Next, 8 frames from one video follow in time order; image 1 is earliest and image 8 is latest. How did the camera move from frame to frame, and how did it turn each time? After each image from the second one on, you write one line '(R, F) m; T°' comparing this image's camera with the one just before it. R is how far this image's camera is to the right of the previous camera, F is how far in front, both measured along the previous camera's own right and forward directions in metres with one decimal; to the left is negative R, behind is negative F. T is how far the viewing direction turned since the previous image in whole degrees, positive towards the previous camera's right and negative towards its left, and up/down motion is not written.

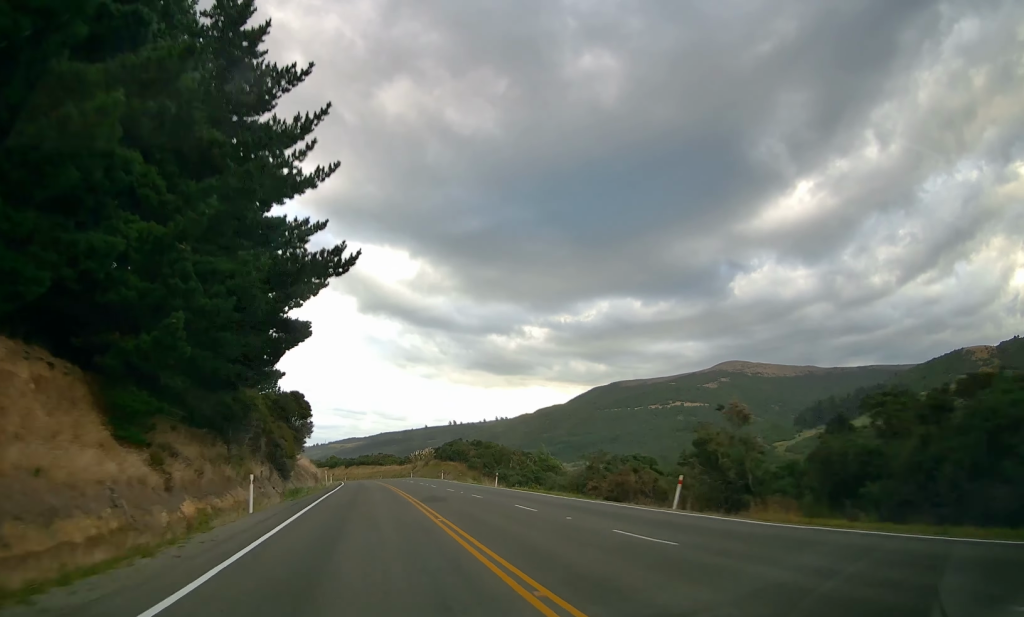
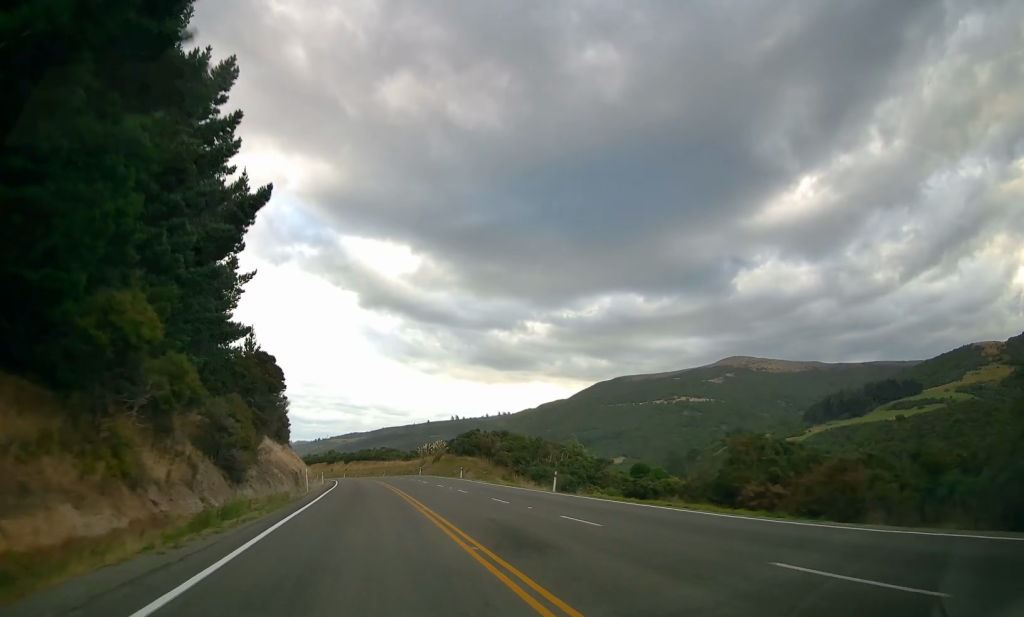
(-0.2, +16.1) m; -1°
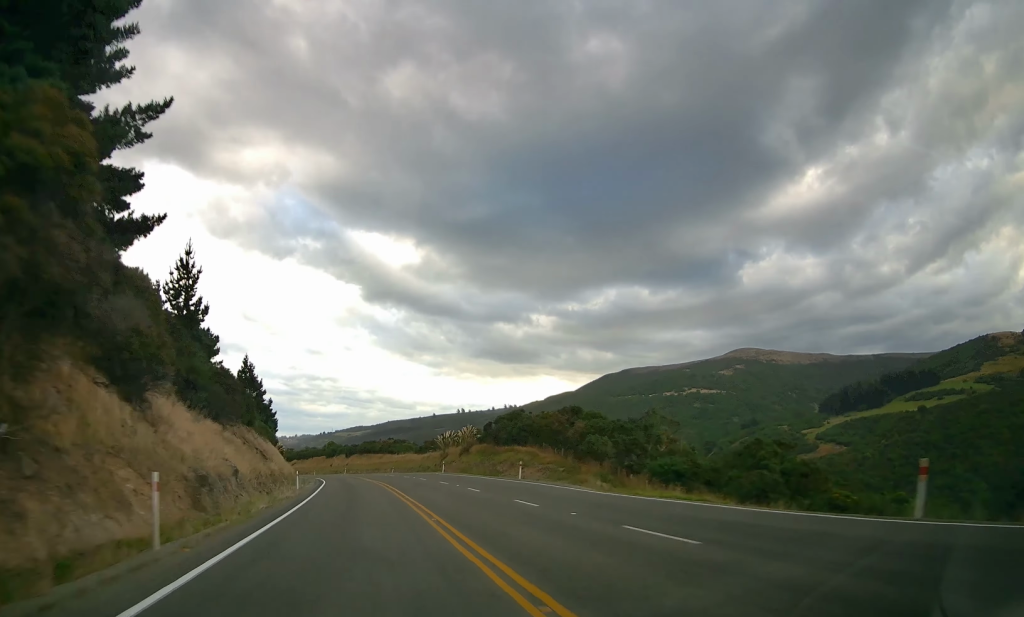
(-0.4, +24.9) m; -2°
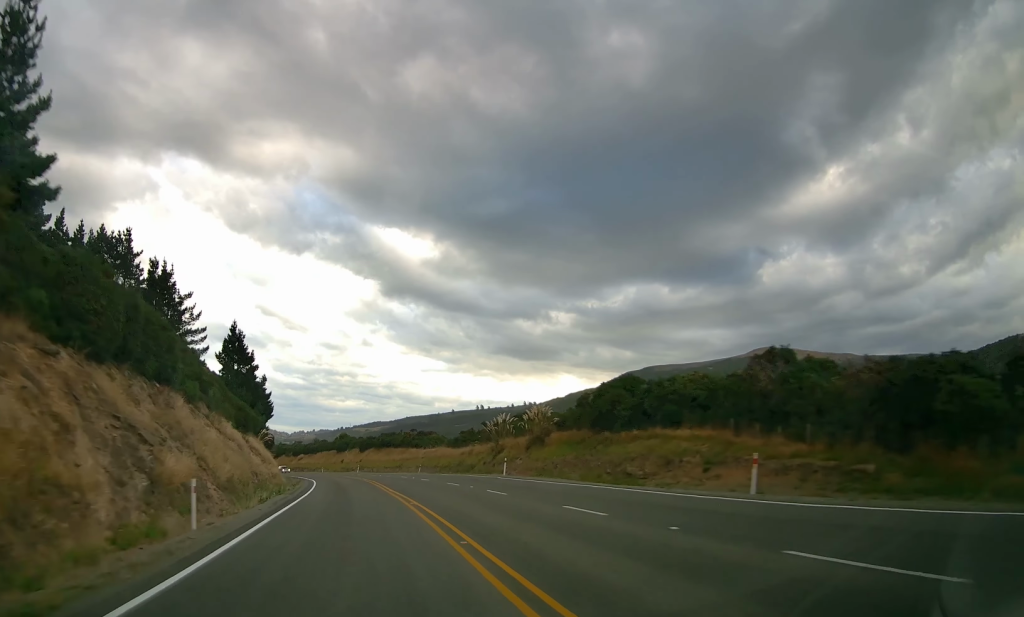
(-0.3, +25.2) m; -2°
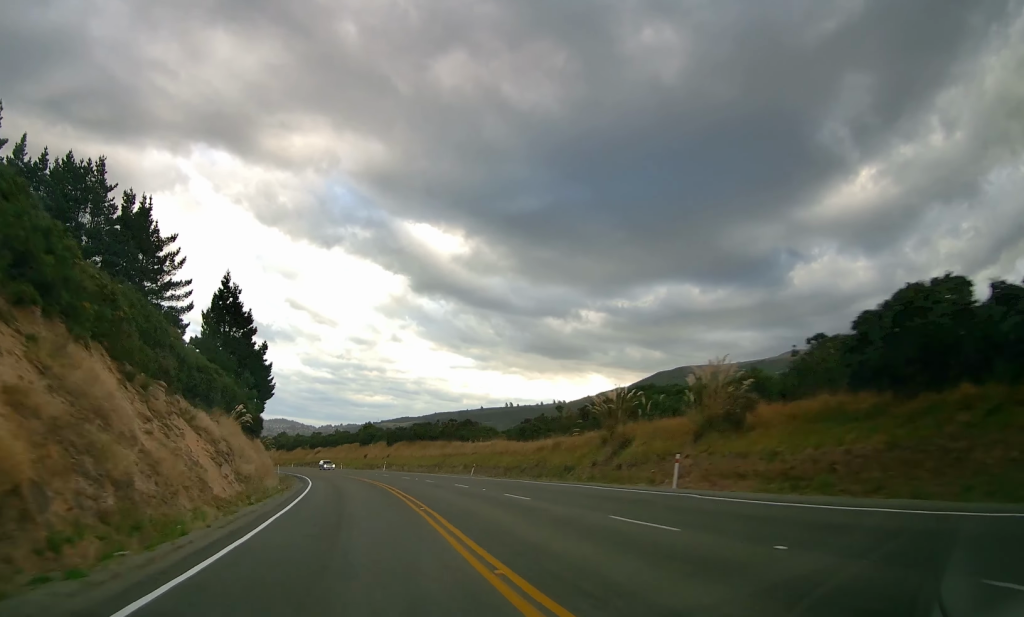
(-0.5, +22.8) m; -3°
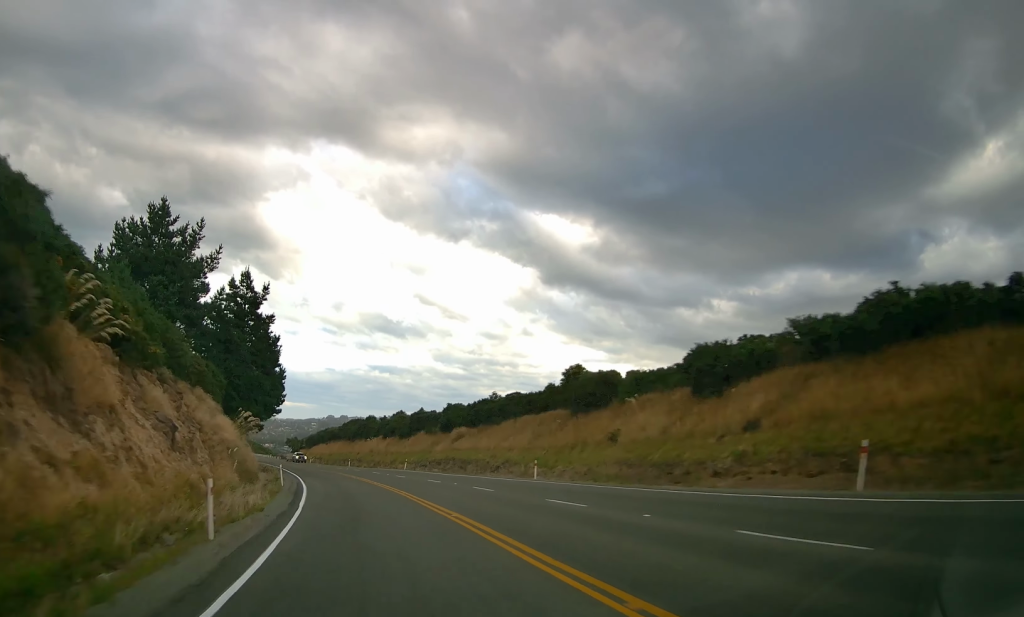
(-5.6, +73.1) m; -10°
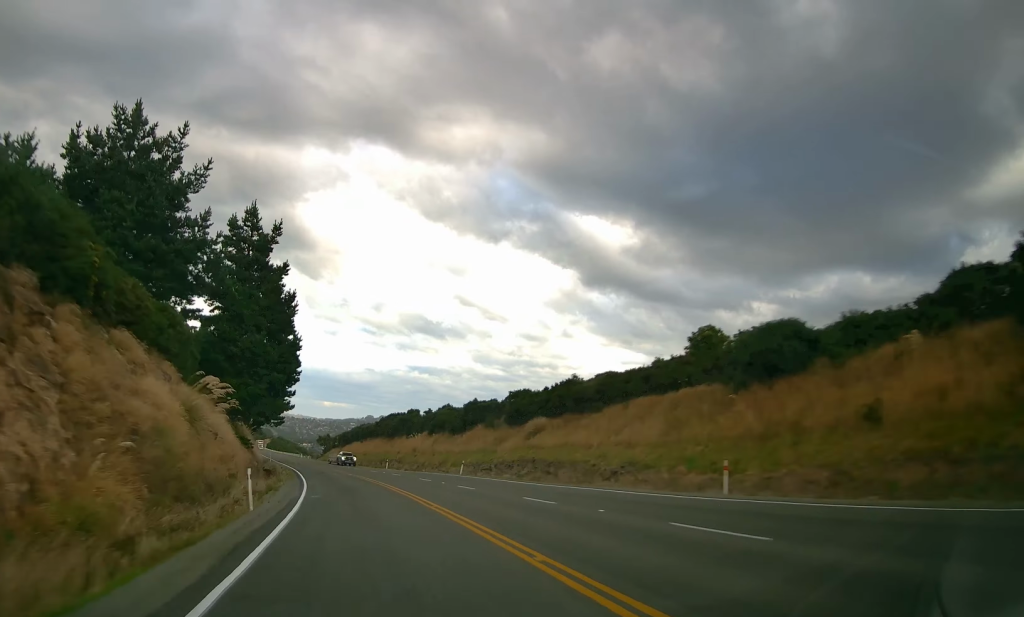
(-0.4, +17.4) m; -3°
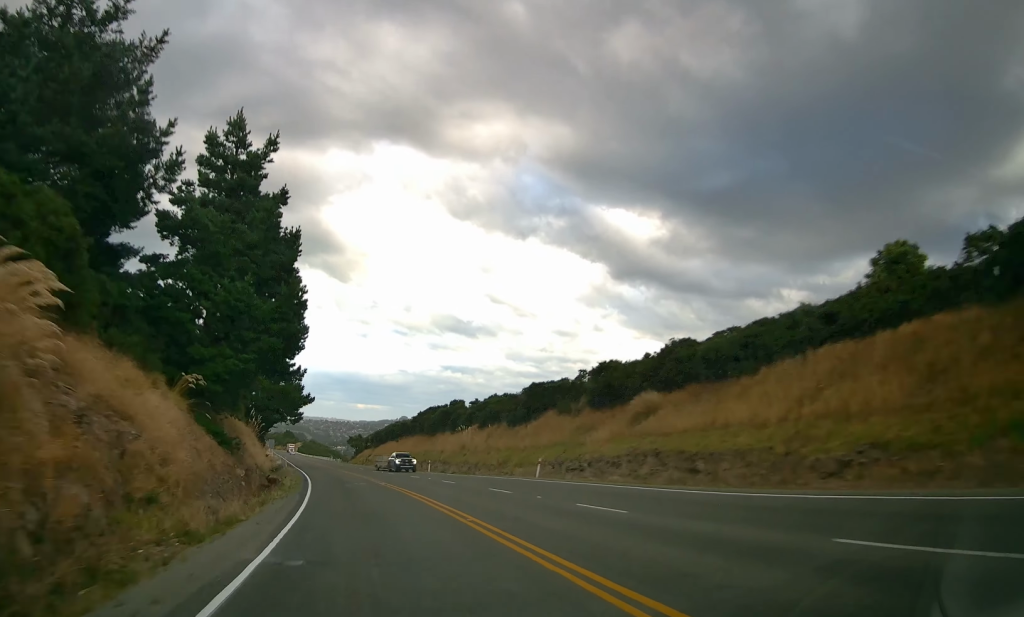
(-0.1, +14.6) m; -2°
